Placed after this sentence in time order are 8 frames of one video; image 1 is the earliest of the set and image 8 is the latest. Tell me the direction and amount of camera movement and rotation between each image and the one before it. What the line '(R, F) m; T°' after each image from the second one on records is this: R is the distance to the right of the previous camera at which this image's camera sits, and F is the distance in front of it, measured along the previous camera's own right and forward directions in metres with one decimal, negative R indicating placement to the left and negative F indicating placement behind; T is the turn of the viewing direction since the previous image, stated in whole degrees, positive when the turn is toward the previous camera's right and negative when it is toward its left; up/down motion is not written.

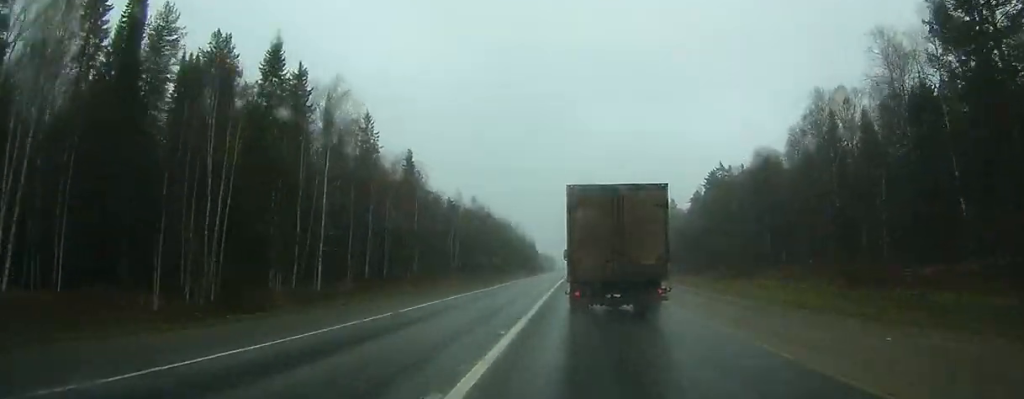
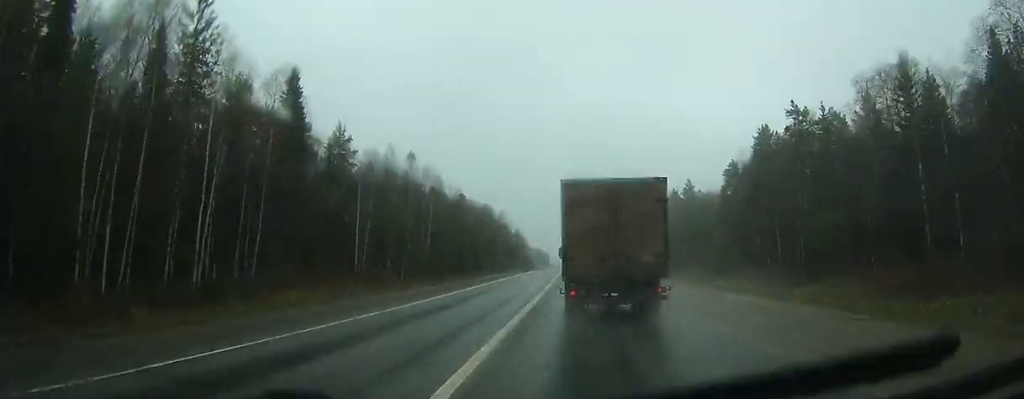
(+0.1, +46.3) m; 0°
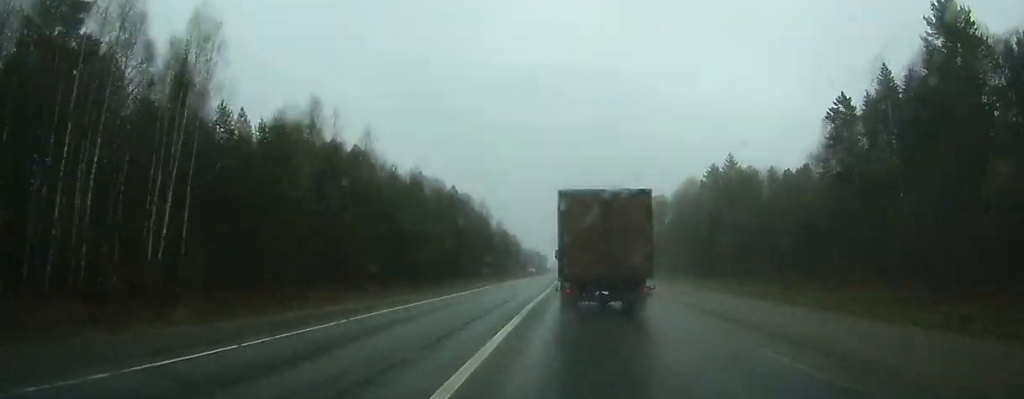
(+0.3, +58.7) m; +1°
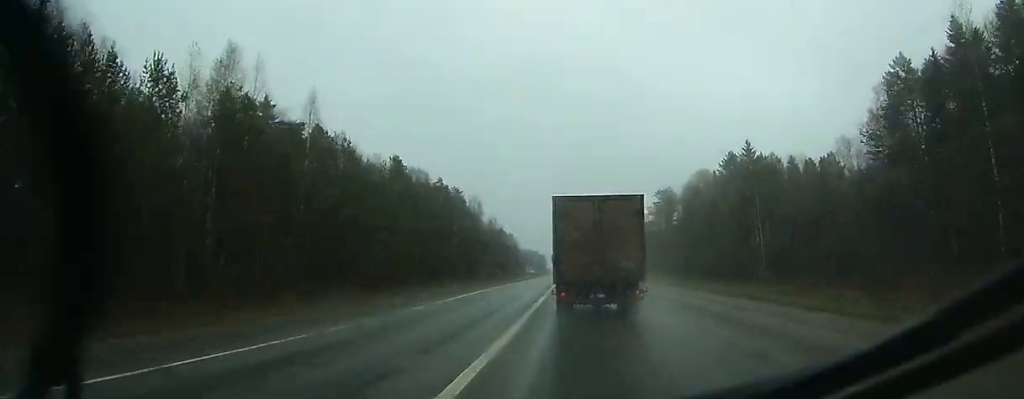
(0.0, +16.2) m; 0°
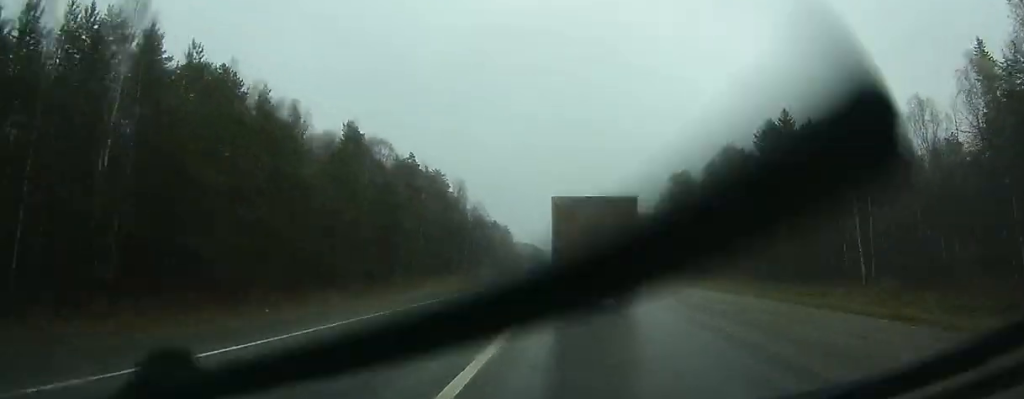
(+0.2, +26.2) m; 0°
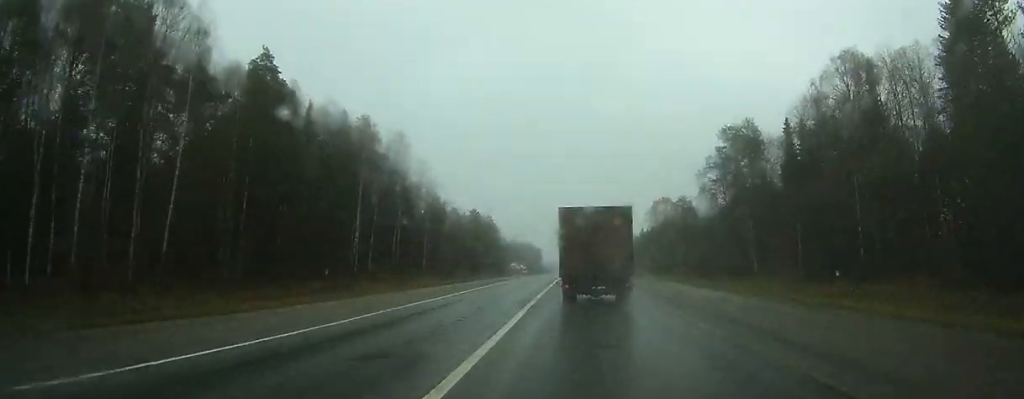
(0.0, +58.7) m; 0°
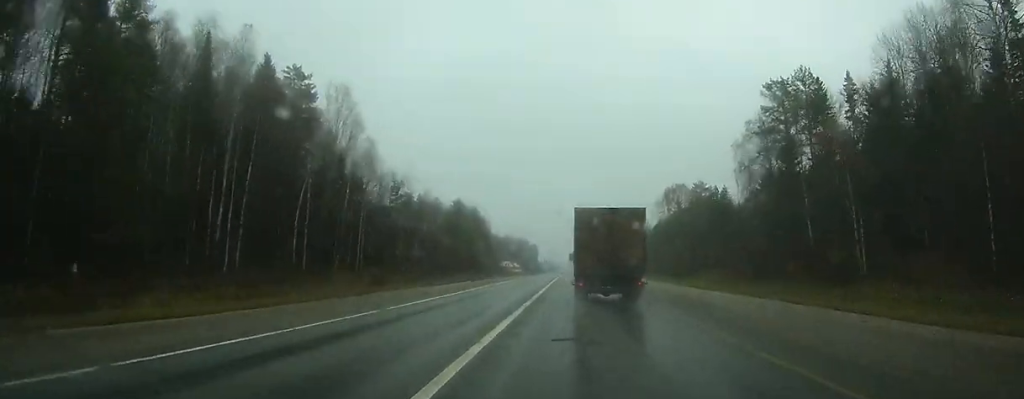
(0.0, +26.2) m; 0°
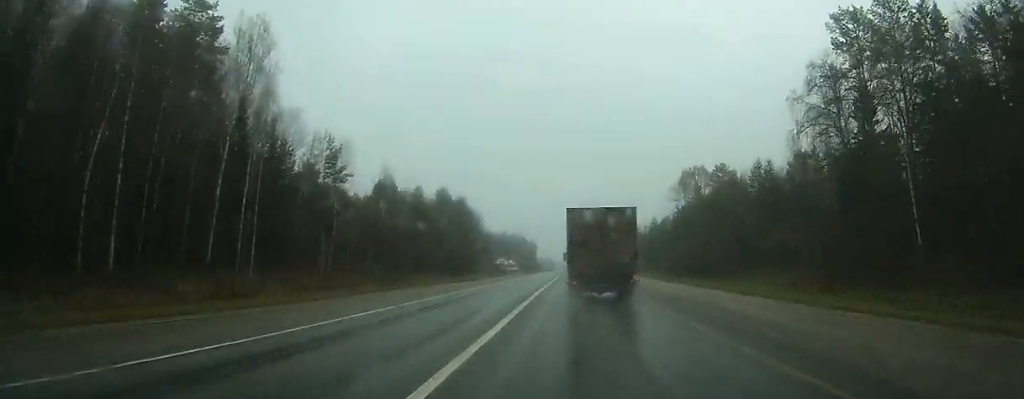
(0.0, +22.6) m; 0°
